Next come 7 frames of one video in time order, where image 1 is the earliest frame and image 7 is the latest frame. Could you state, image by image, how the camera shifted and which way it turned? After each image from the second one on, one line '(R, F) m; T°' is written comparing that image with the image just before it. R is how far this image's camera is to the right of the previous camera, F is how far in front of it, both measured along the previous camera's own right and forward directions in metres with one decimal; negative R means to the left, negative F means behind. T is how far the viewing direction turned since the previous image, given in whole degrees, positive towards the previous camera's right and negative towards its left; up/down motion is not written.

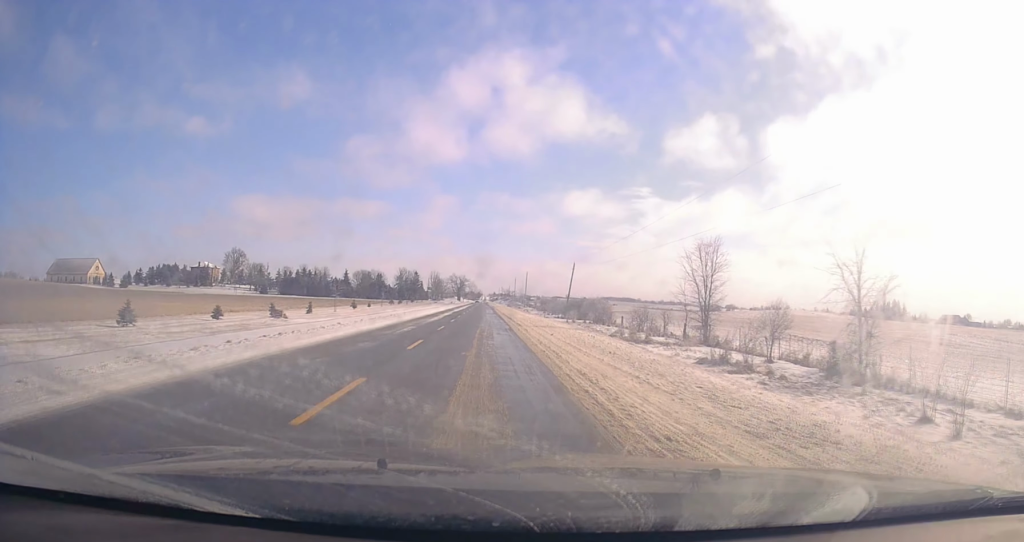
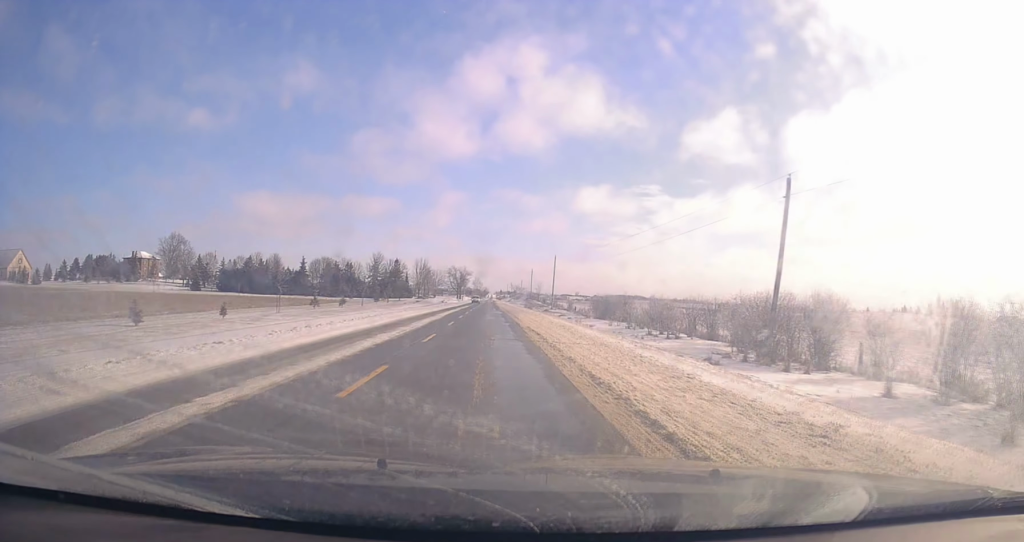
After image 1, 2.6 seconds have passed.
(+0.2, +60.6) m; 0°
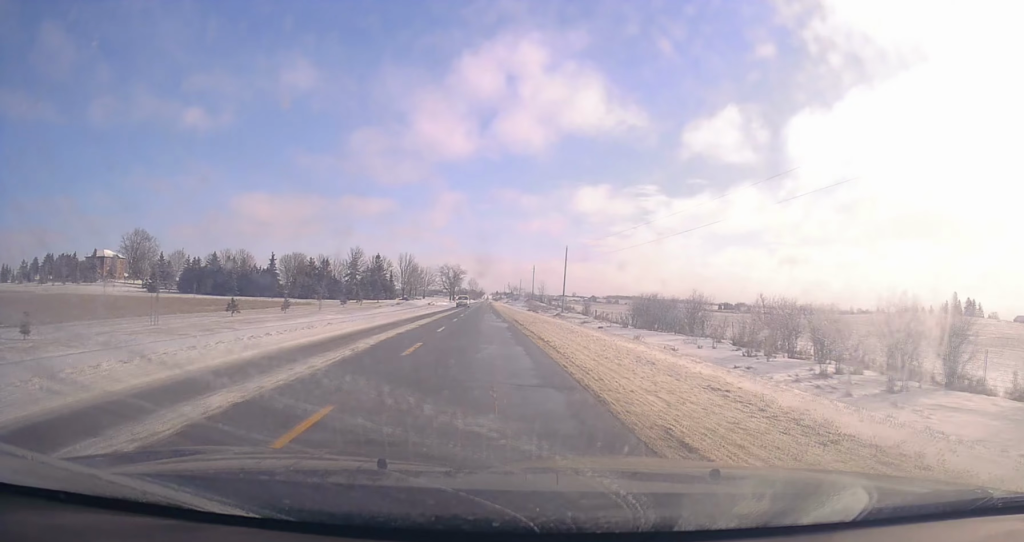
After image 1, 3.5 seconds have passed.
(-0.4, +21.8) m; -1°
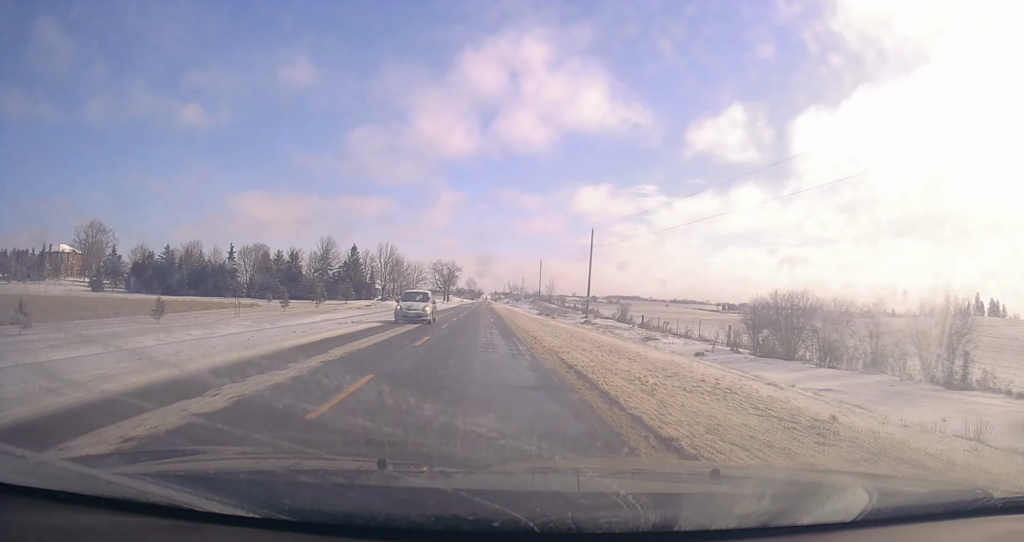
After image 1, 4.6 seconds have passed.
(+0.3, +24.8) m; +1°
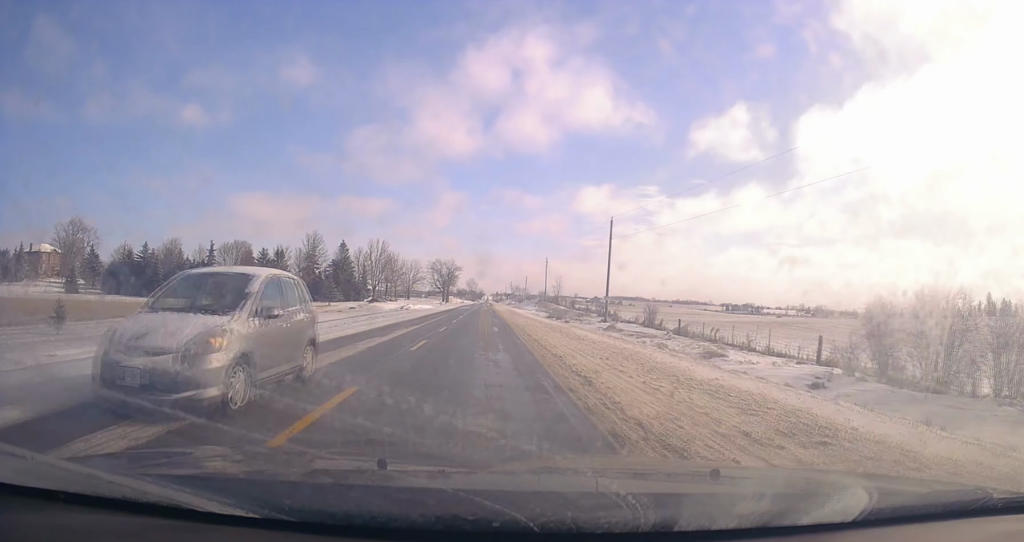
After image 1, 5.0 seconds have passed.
(+0.1, +10.2) m; 0°
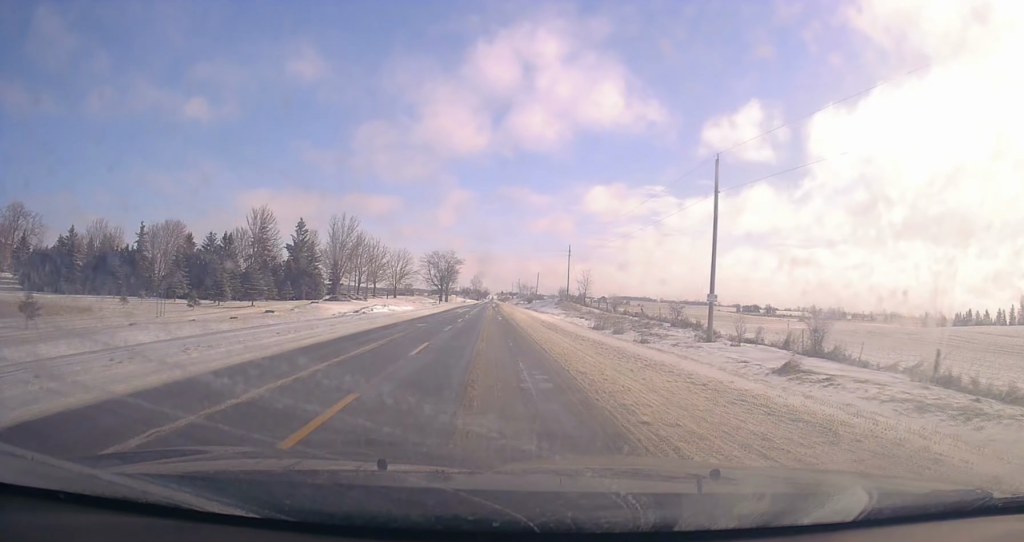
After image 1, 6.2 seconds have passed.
(-0.3, +27.3) m; 0°
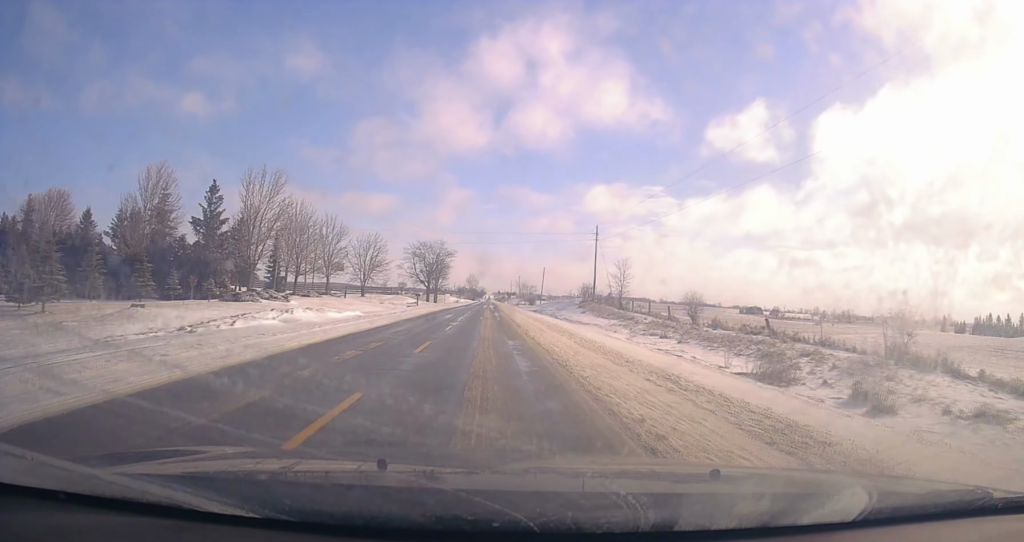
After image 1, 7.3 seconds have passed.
(+0.3, +26.2) m; 0°
